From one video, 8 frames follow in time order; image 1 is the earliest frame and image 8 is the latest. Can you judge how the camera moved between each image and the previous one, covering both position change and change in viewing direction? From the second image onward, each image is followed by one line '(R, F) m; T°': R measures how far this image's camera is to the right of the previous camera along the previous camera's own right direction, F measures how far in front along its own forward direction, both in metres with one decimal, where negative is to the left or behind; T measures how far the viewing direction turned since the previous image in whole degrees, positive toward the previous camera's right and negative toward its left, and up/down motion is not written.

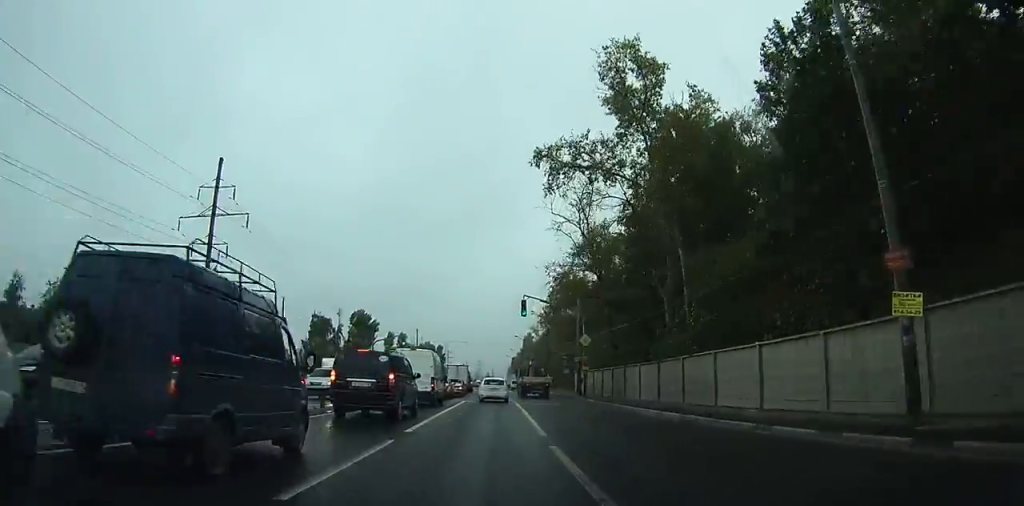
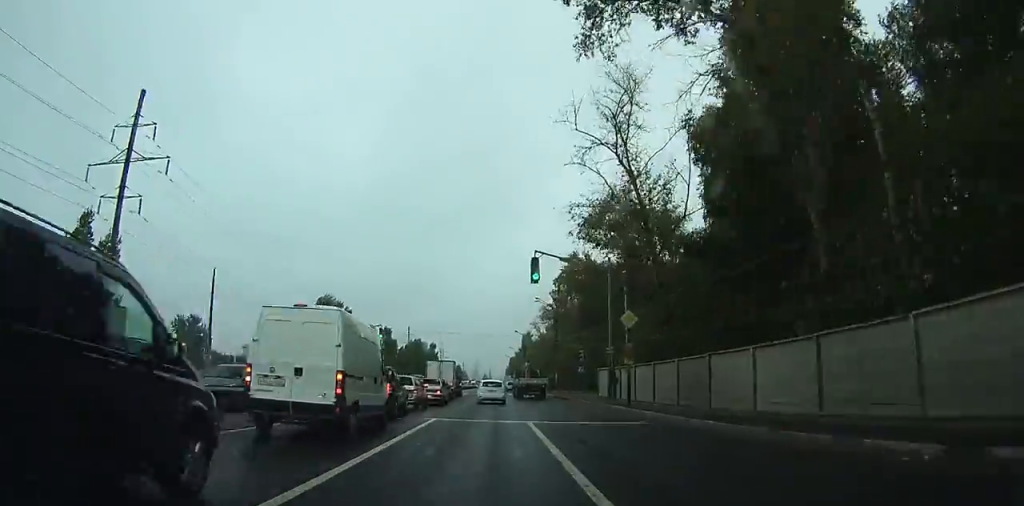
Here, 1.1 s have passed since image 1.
(0.0, +16.9) m; 0°
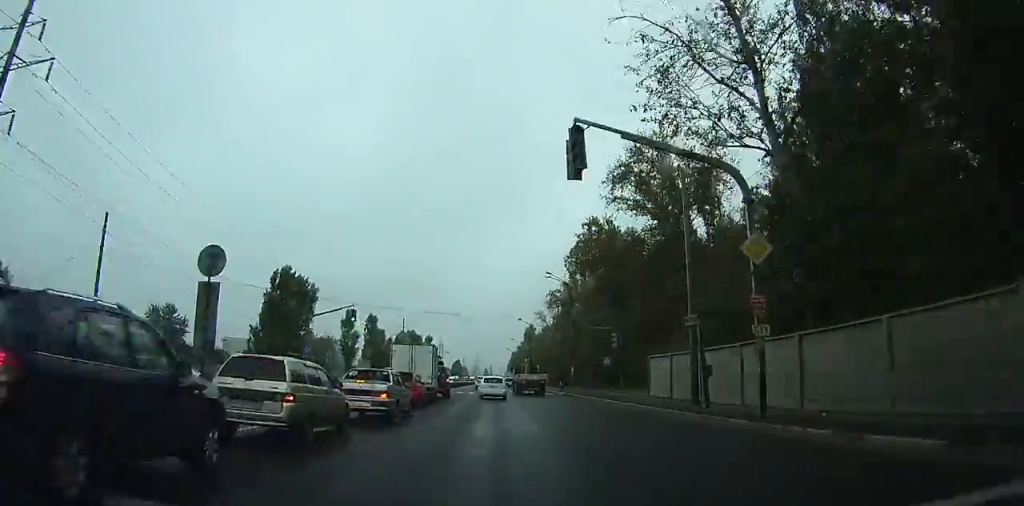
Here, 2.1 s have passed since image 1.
(+0.1, +15.4) m; 0°
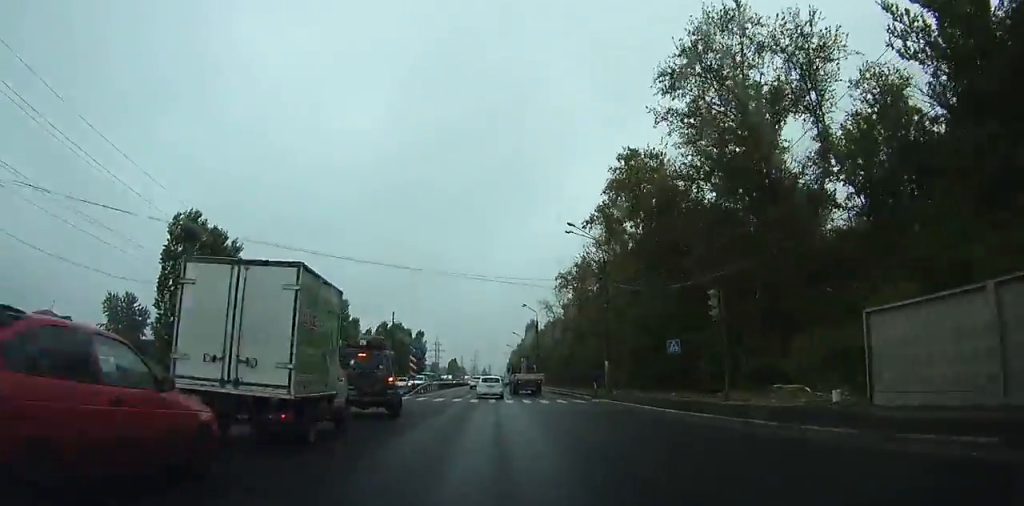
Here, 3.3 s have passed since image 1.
(+0.1, +19.1) m; 0°
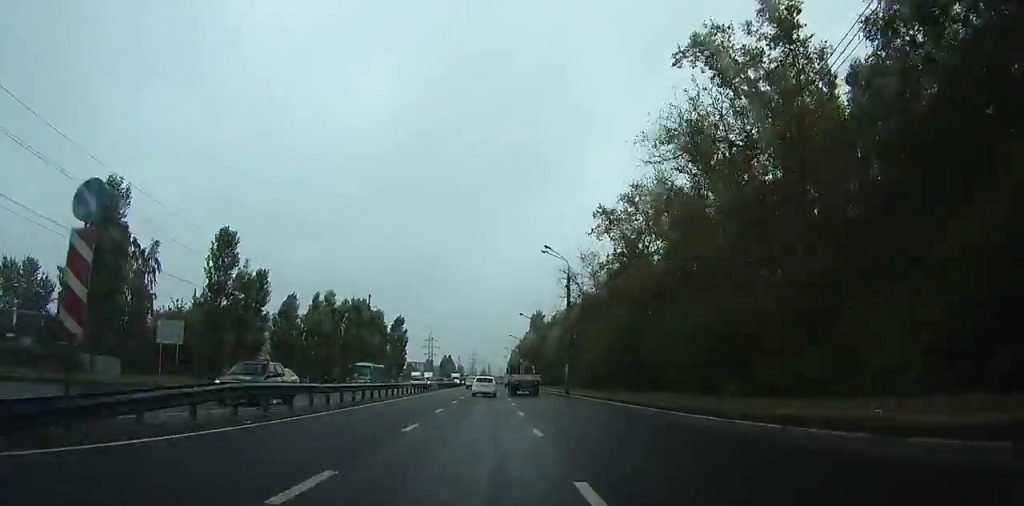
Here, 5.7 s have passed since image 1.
(+0.2, +33.2) m; 0°
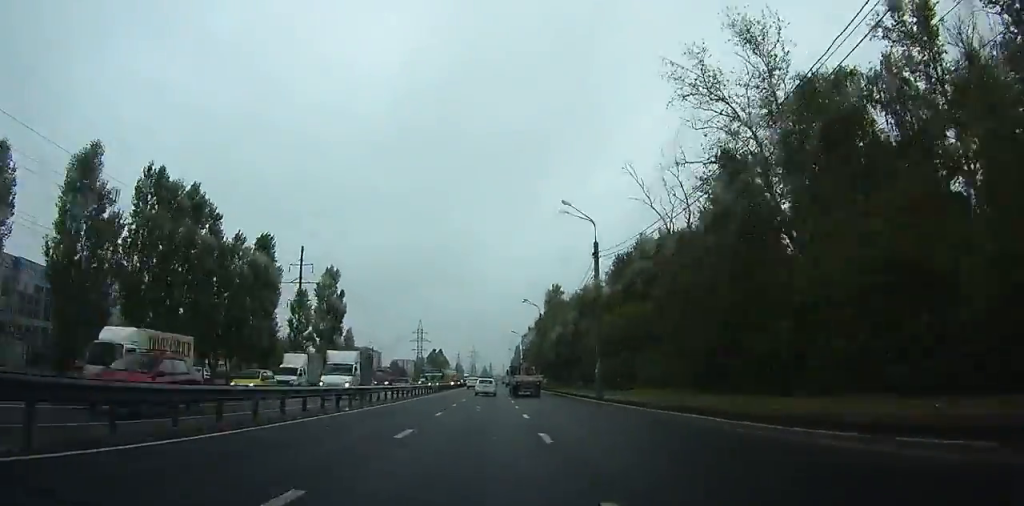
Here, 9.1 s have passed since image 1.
(+0.1, +51.5) m; 0°
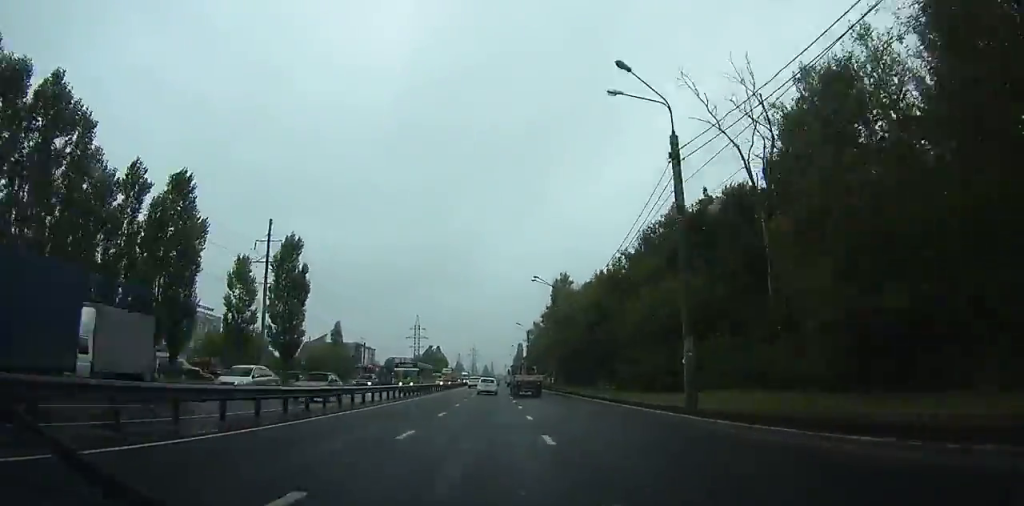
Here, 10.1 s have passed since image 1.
(0.0, +16.2) m; -1°
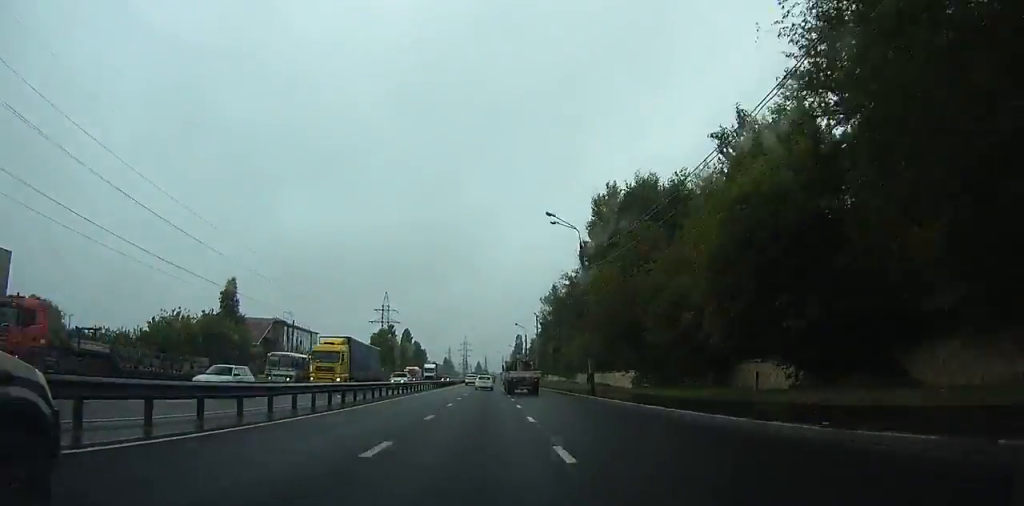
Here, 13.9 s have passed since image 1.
(-1.9, +71.5) m; +1°
